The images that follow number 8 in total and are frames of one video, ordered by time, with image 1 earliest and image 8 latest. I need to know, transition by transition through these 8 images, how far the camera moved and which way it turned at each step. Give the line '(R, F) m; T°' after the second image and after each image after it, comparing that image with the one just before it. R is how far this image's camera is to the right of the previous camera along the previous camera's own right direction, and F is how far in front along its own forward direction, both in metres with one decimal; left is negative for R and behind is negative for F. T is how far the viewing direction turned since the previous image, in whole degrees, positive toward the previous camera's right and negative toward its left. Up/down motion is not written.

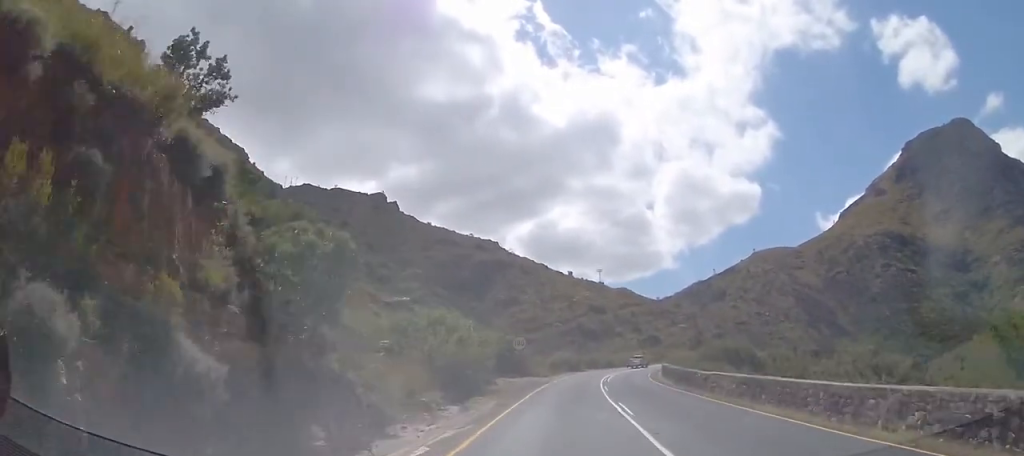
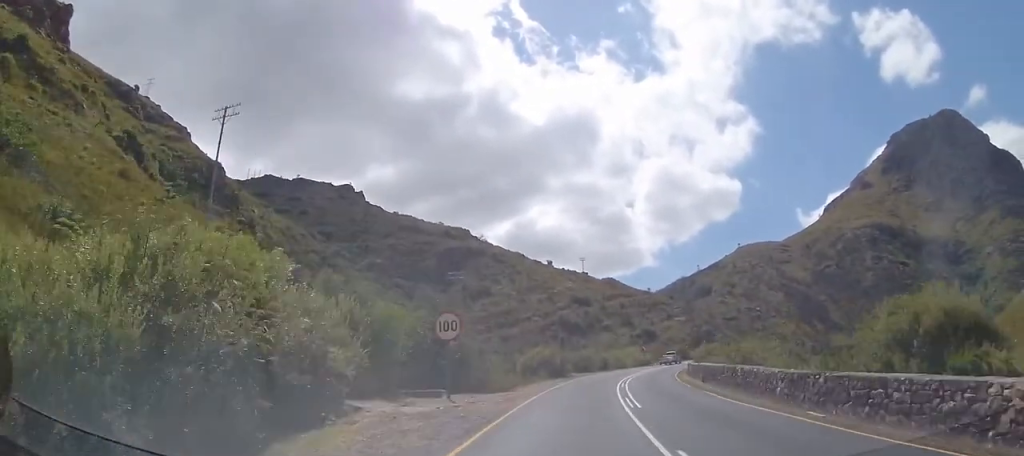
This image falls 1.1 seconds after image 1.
(-0.2, +23.2) m; +1°
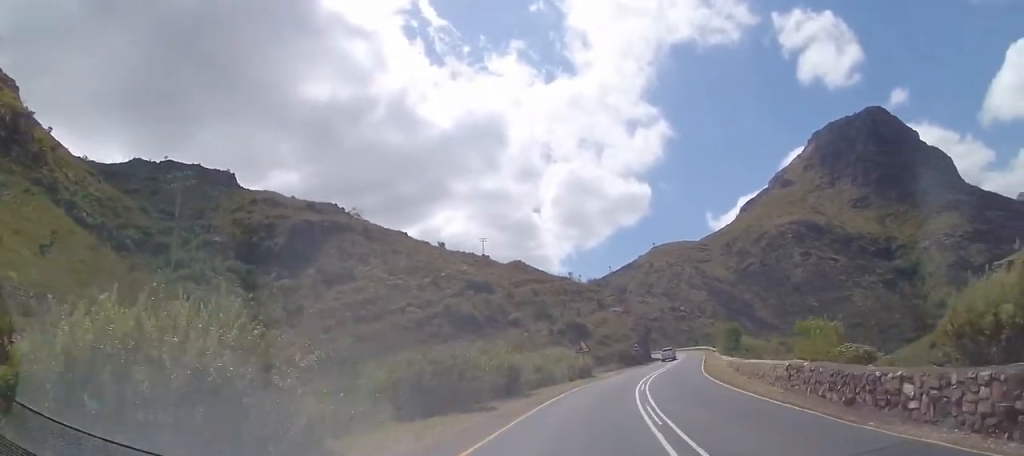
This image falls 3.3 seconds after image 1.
(+2.3, +40.7) m; +6°
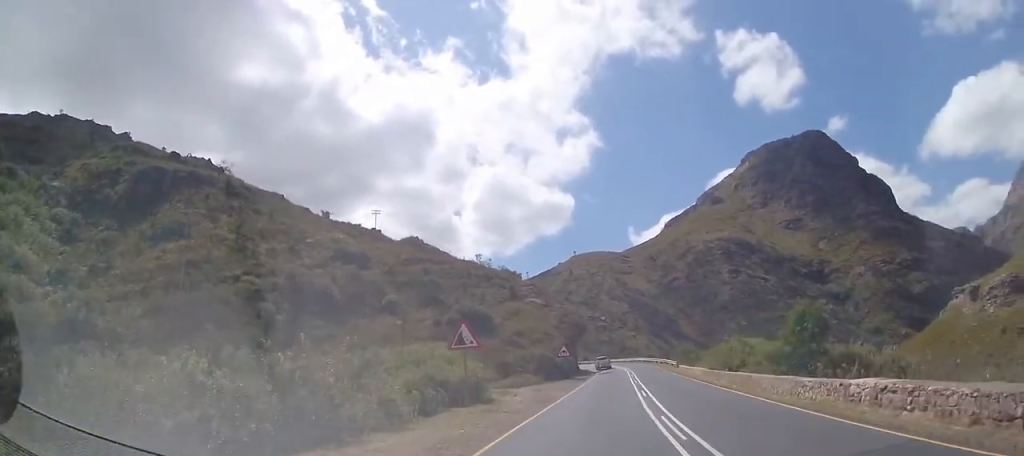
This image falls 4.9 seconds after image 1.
(+1.7, +27.6) m; +9°
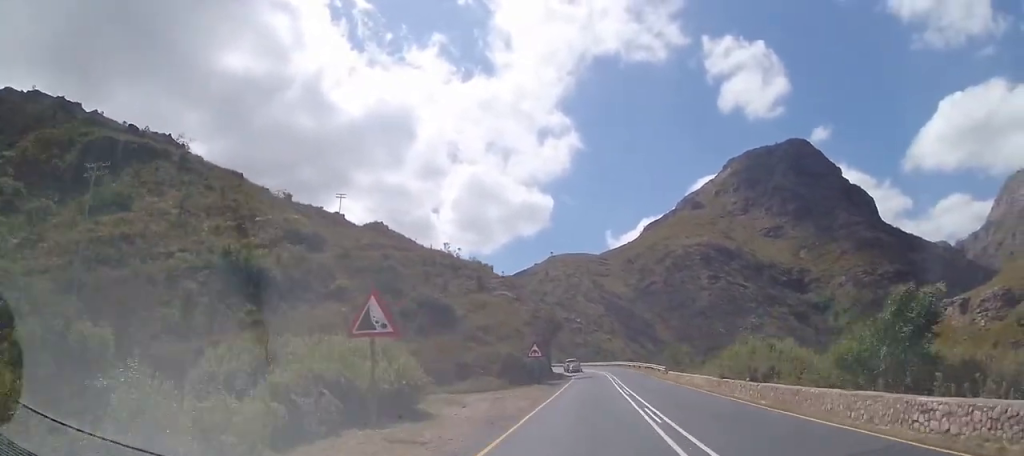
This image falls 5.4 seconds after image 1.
(+0.2, +8.4) m; +4°
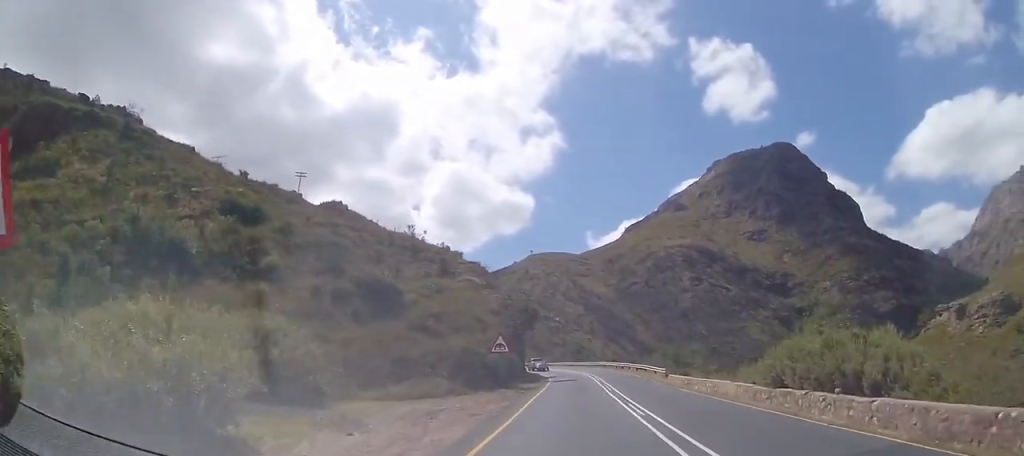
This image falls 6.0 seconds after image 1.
(+0.6, +10.5) m; +3°
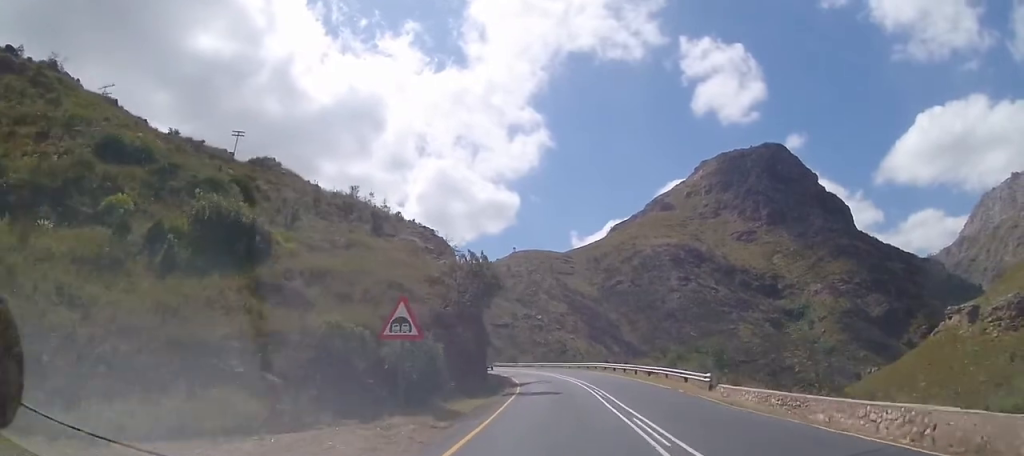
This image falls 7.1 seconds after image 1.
(+0.5, +17.4) m; +2°
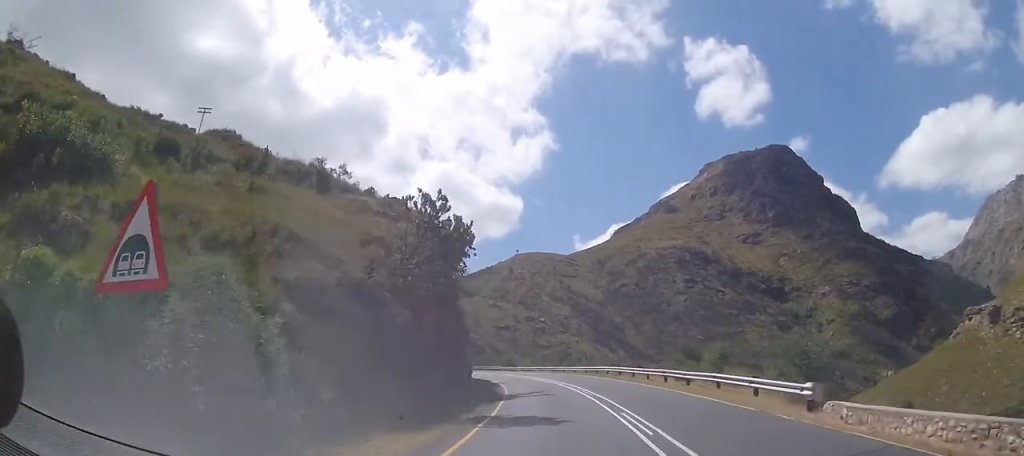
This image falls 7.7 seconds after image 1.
(0.0, +10.7) m; +1°
